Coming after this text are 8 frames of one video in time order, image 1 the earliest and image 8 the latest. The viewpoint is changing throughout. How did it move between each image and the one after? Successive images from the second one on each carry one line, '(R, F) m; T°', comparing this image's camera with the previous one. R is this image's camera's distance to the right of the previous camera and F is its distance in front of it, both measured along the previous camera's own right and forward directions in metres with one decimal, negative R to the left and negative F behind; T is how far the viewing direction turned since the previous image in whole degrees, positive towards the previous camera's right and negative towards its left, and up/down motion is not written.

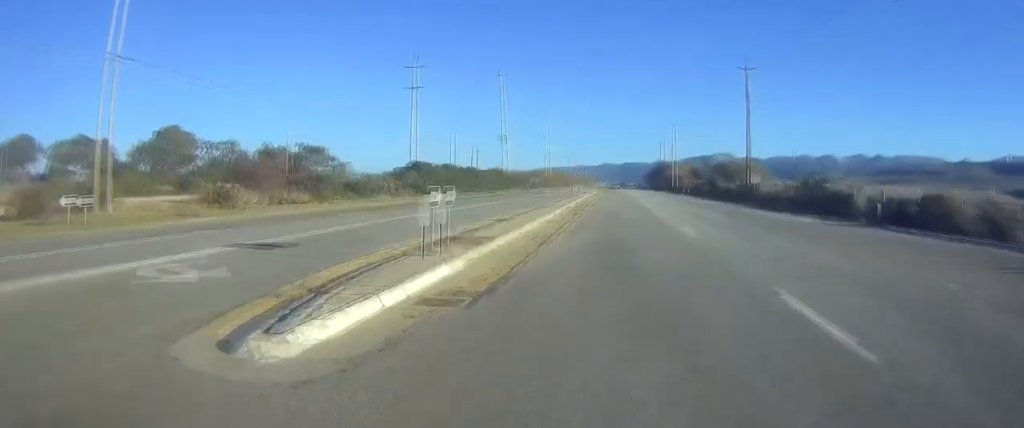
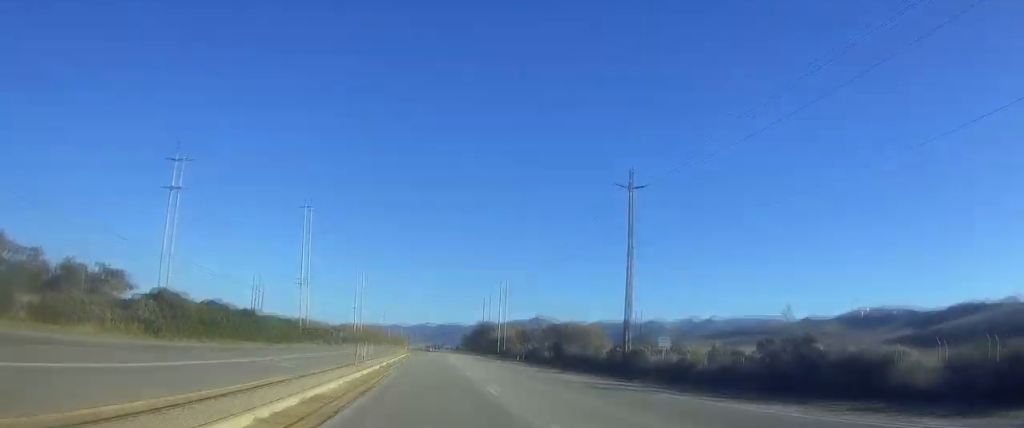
(-0.1, +25.1) m; -1°
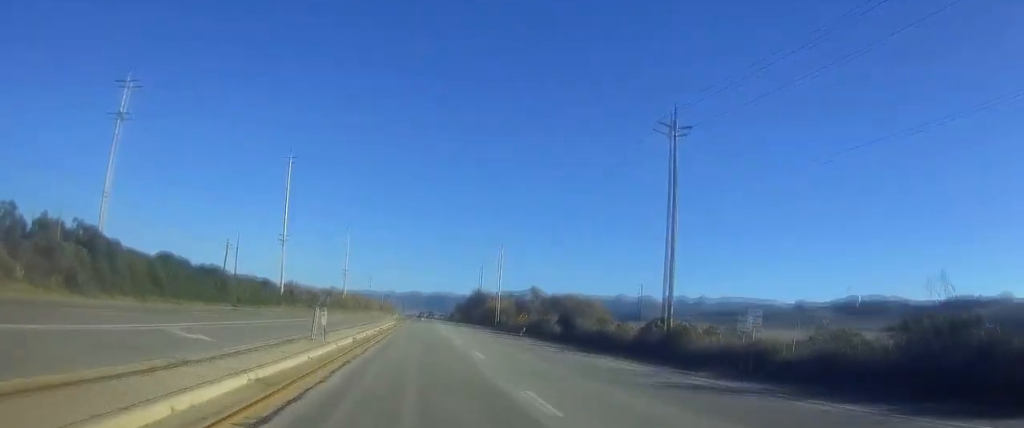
(0.0, +12.4) m; 0°
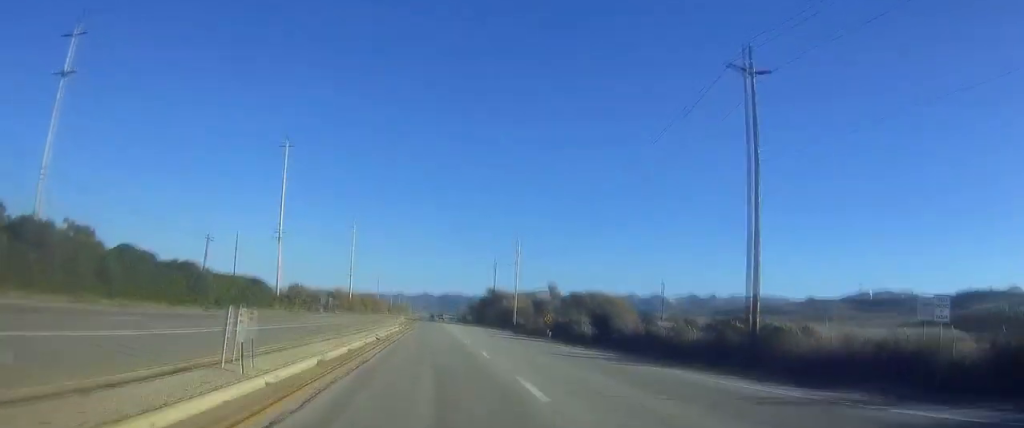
(0.0, +11.8) m; 0°
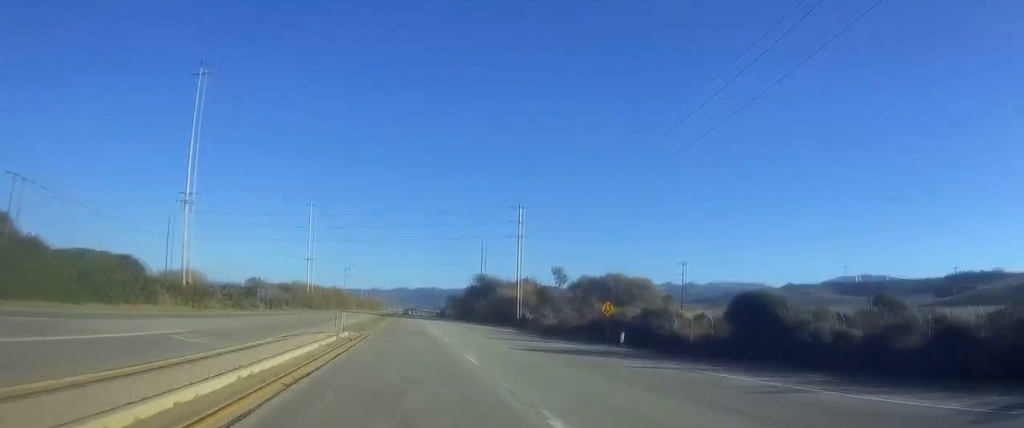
(+0.3, +36.5) m; +2°
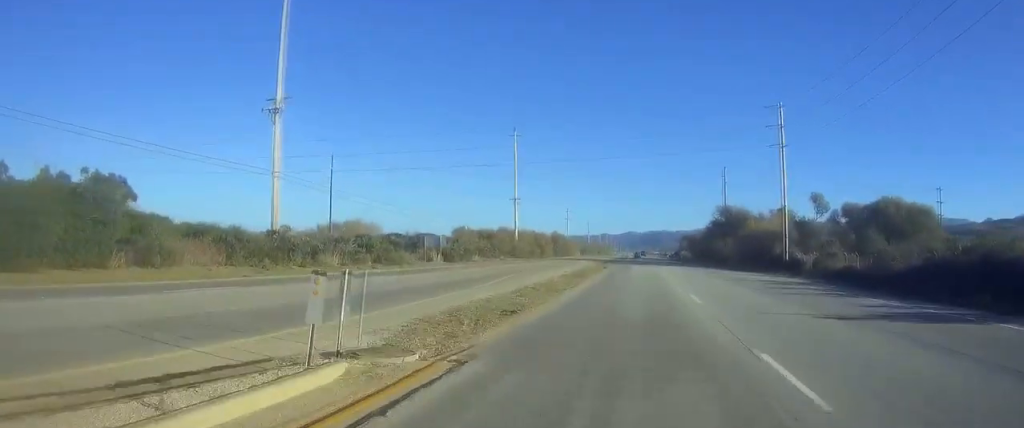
(+0.8, +30.0) m; +2°
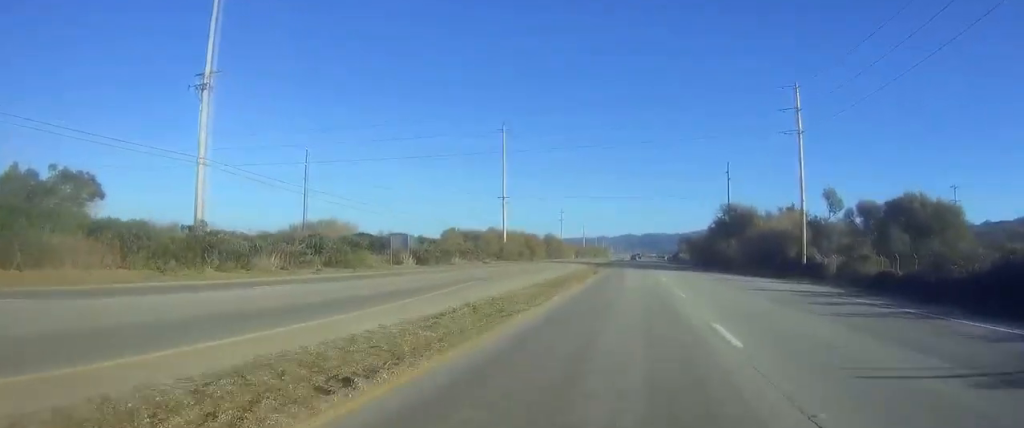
(+0.3, +9.8) m; 0°
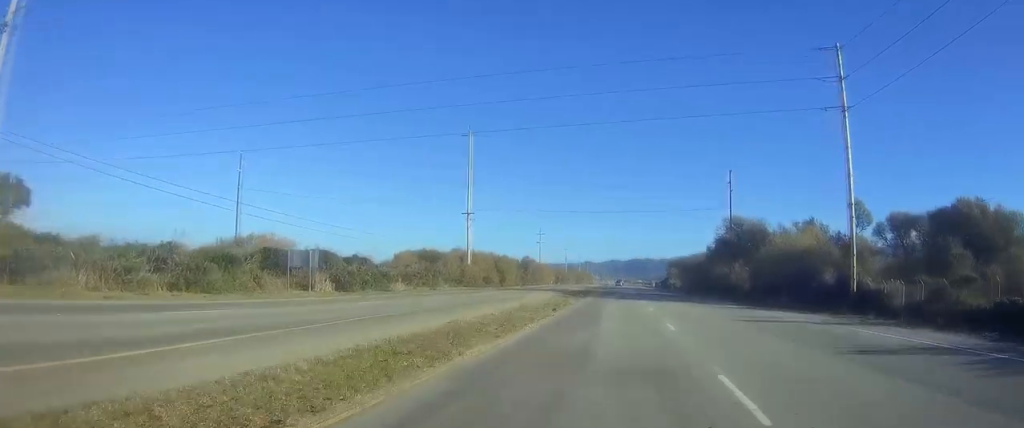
(-0.4, +18.7) m; -2°
